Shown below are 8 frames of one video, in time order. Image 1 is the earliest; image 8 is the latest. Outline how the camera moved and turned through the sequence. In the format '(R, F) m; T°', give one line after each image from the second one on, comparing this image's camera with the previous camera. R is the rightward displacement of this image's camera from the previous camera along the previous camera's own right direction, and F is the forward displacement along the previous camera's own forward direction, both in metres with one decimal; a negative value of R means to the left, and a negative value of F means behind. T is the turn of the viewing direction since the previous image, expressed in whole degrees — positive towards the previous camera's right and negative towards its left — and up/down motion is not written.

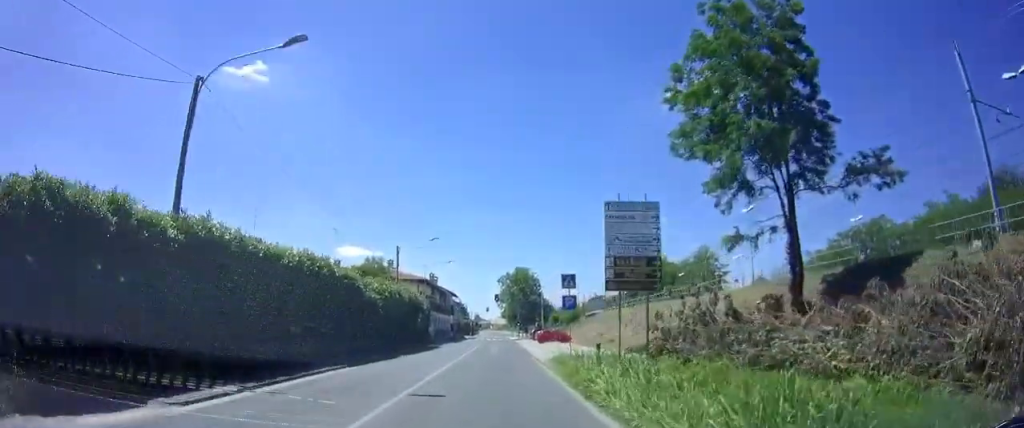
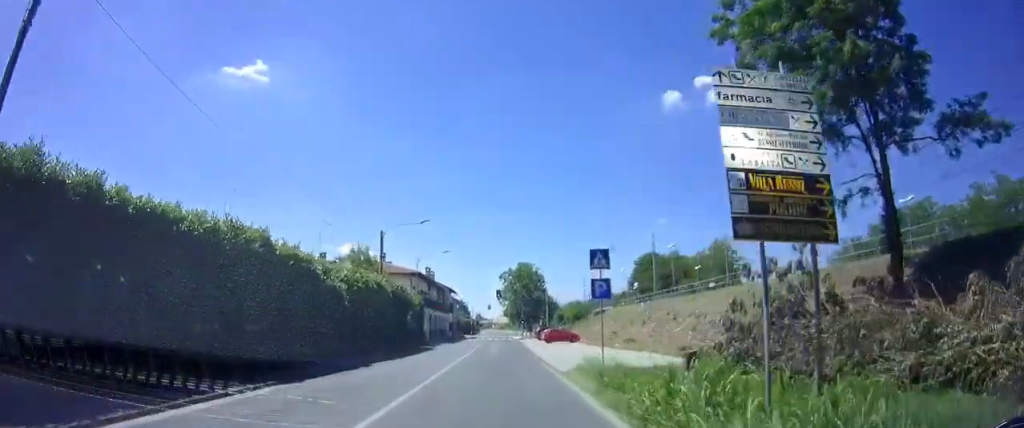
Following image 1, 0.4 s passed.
(0.0, +6.3) m; 0°
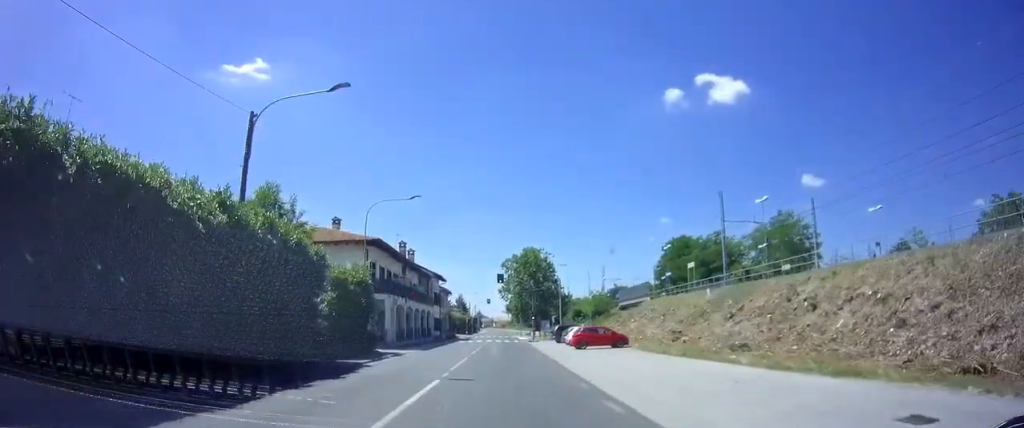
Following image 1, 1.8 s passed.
(0.0, +20.4) m; +1°
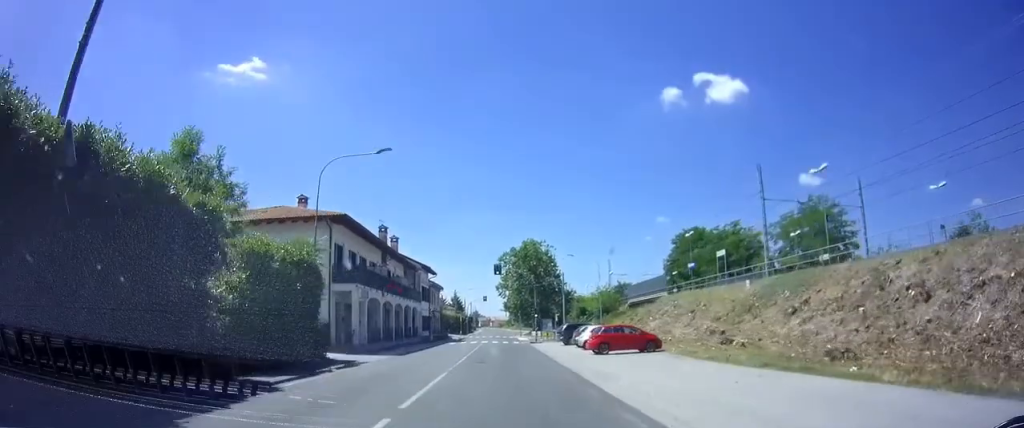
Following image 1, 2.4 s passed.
(-0.1, +7.8) m; +1°
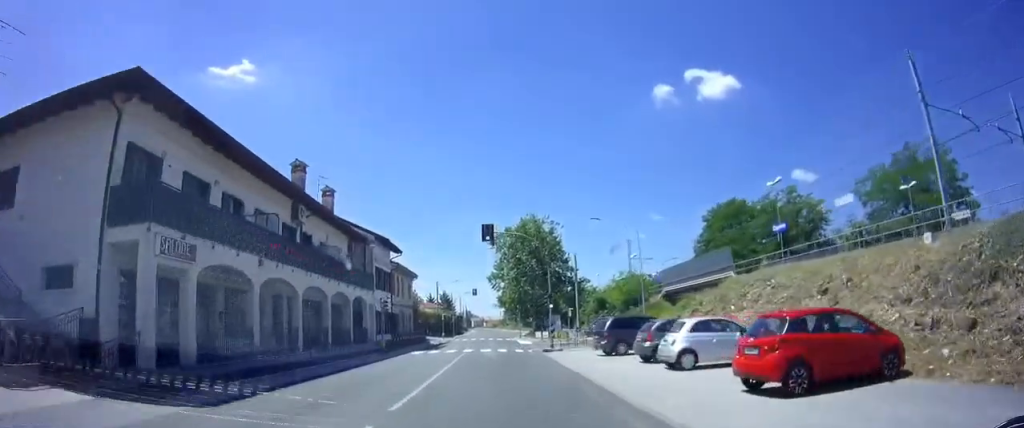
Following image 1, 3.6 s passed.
(+0.3, +18.0) m; 0°
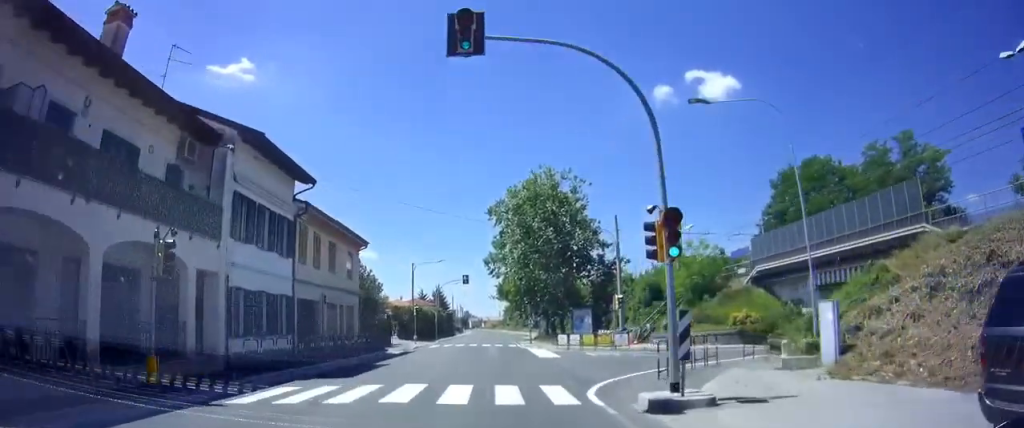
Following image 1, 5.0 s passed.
(-0.5, +21.1) m; -2°
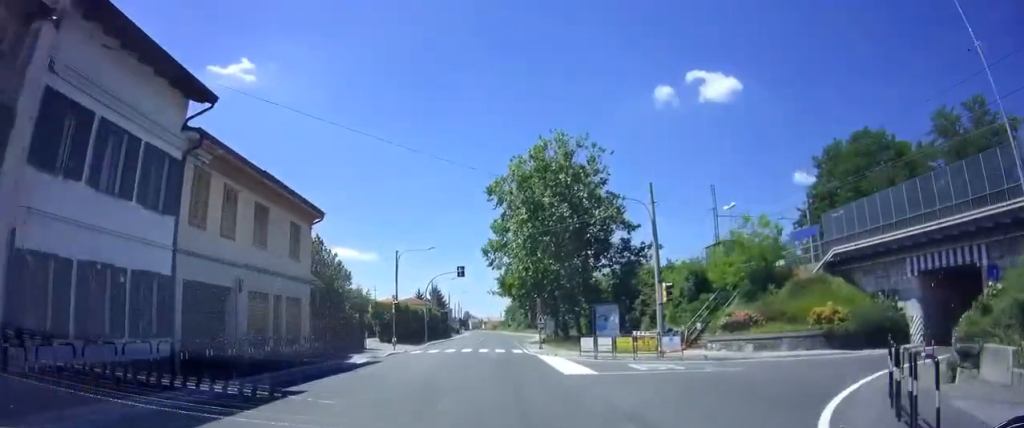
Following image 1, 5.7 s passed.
(0.0, +9.4) m; 0°
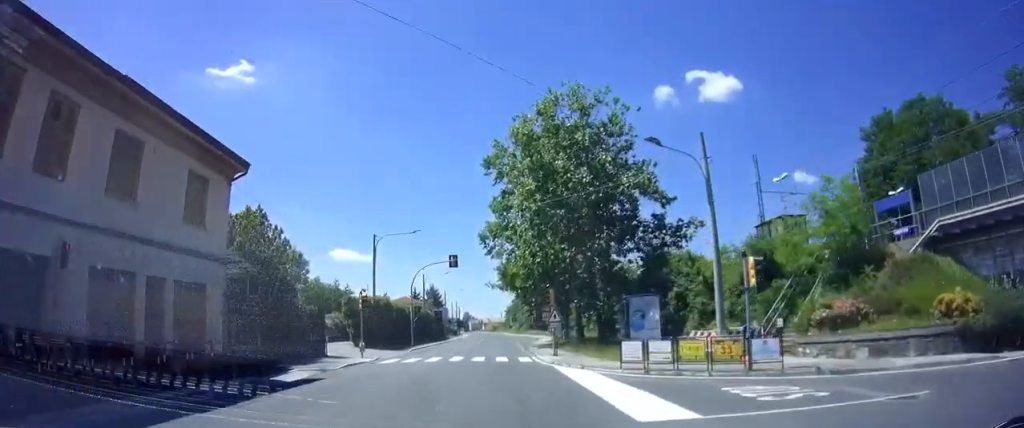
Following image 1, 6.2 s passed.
(-0.1, +7.5) m; +1°
